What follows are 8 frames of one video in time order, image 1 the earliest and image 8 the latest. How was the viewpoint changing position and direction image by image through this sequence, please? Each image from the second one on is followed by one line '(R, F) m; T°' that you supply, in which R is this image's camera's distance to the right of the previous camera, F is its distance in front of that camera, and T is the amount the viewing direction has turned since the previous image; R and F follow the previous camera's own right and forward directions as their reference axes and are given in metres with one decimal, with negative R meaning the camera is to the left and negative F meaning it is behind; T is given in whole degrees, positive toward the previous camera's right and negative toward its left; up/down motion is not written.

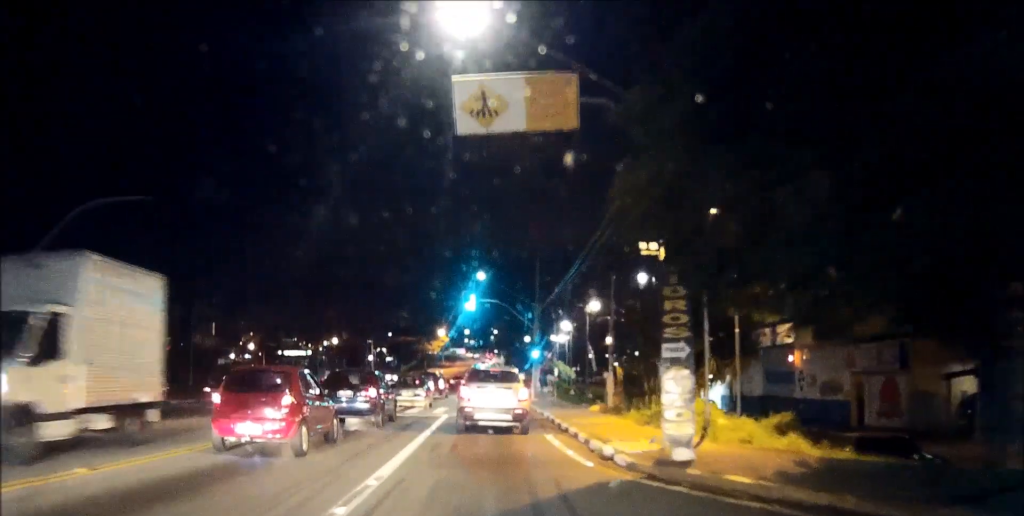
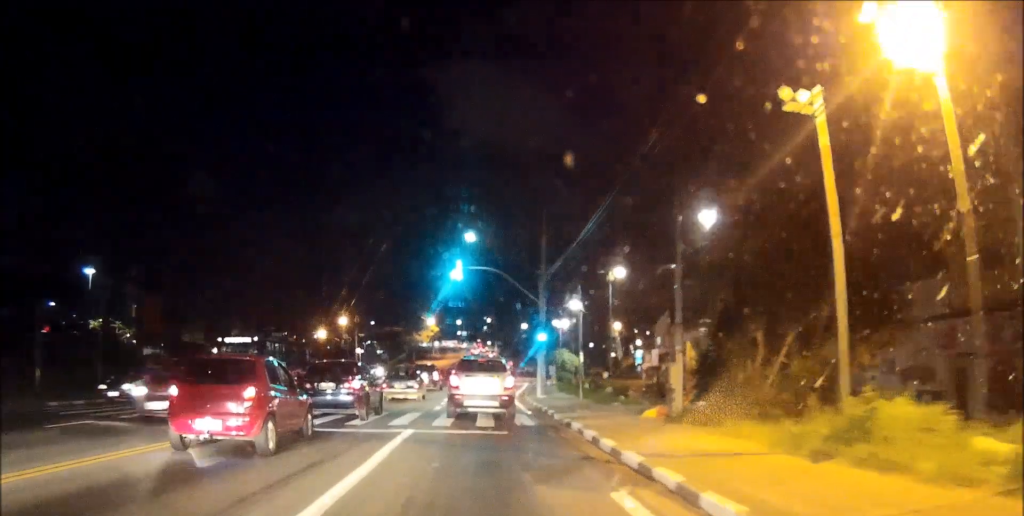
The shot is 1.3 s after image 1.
(-0.1, +10.3) m; -1°
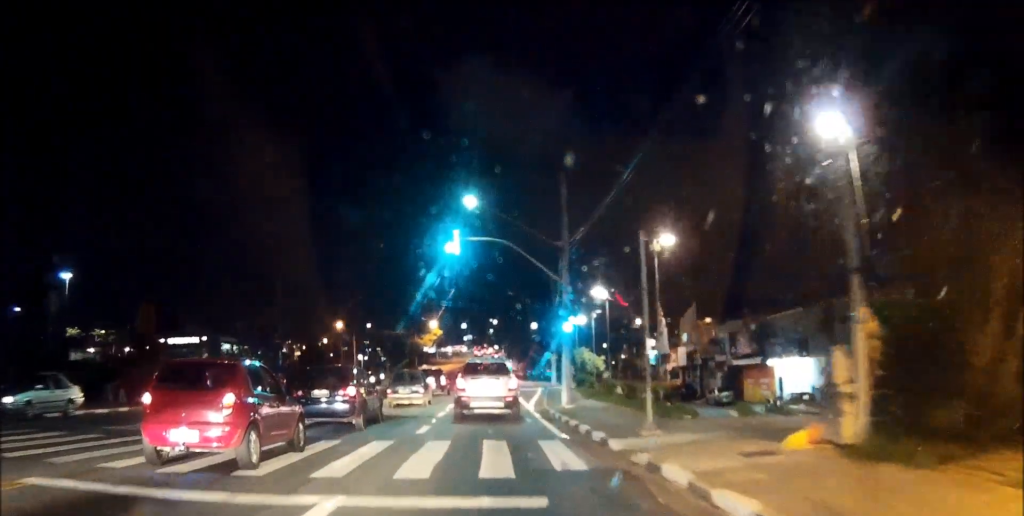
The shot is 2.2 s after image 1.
(0.0, +8.1) m; 0°
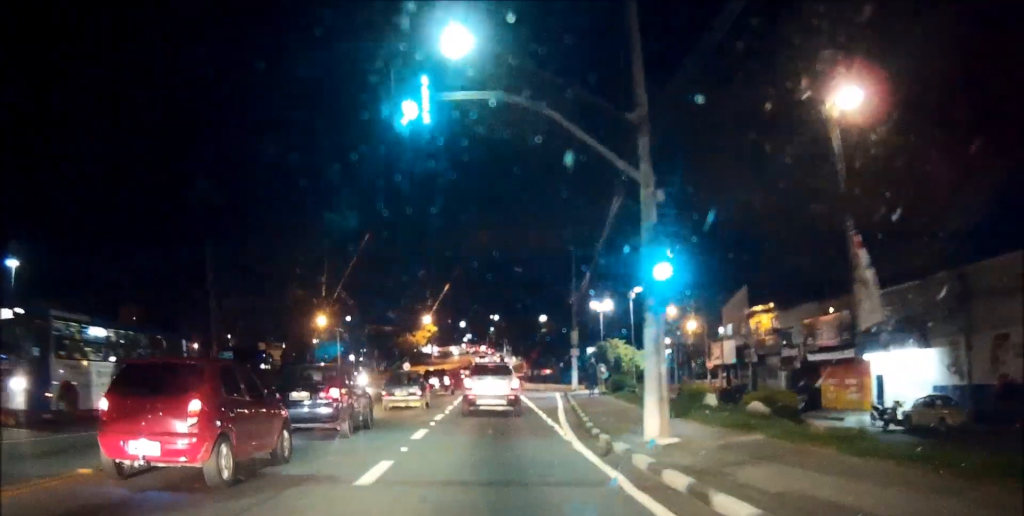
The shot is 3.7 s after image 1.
(-0.1, +14.0) m; -1°
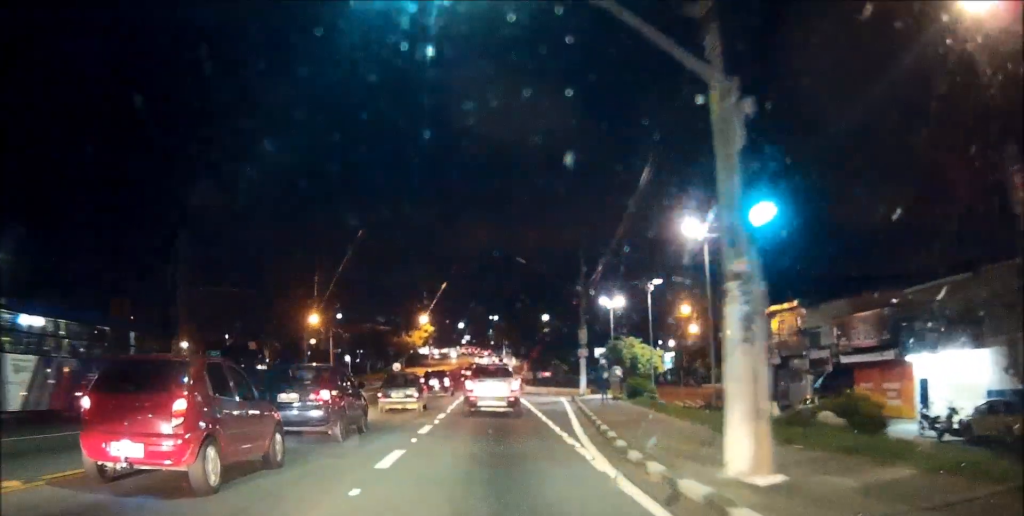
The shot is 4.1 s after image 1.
(0.0, +4.5) m; 0°
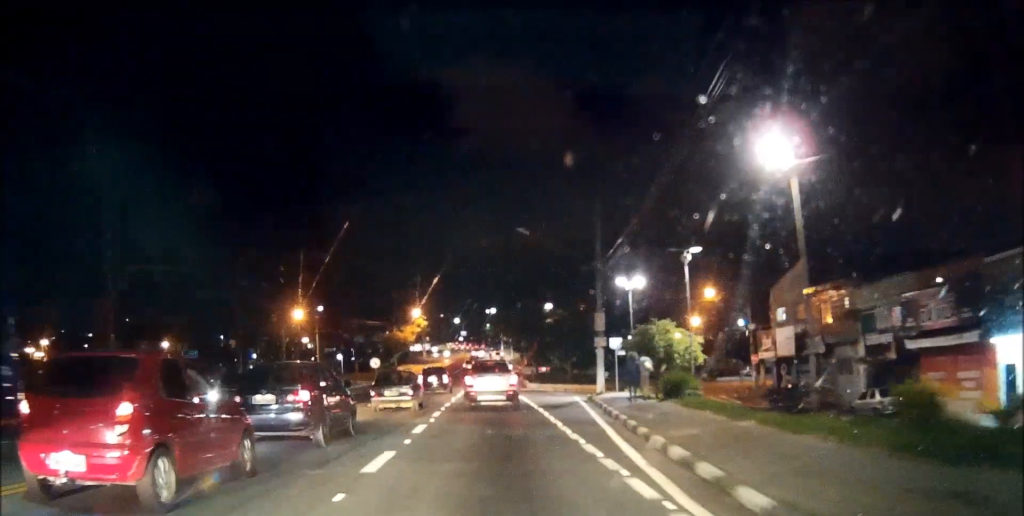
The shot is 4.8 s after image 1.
(0.0, +7.0) m; 0°
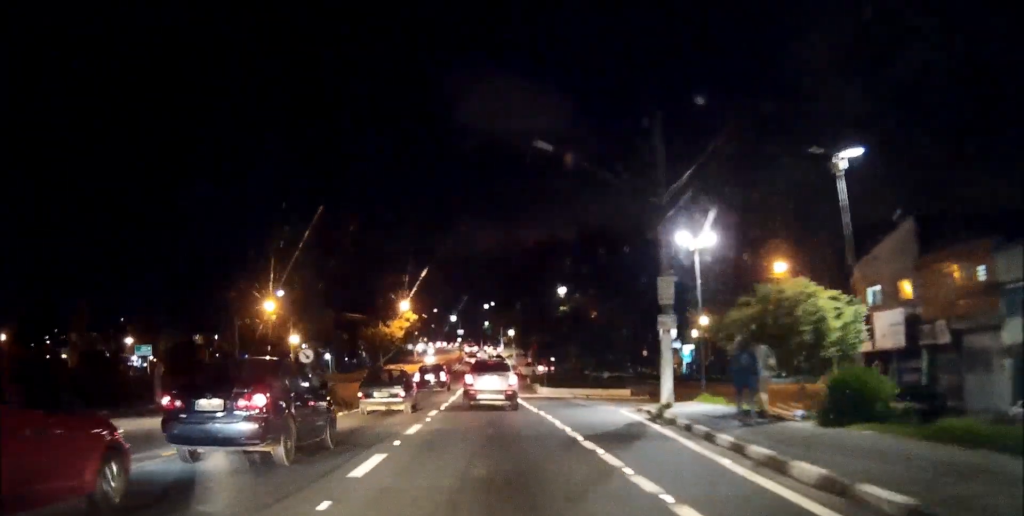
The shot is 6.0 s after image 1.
(0.0, +12.9) m; 0°
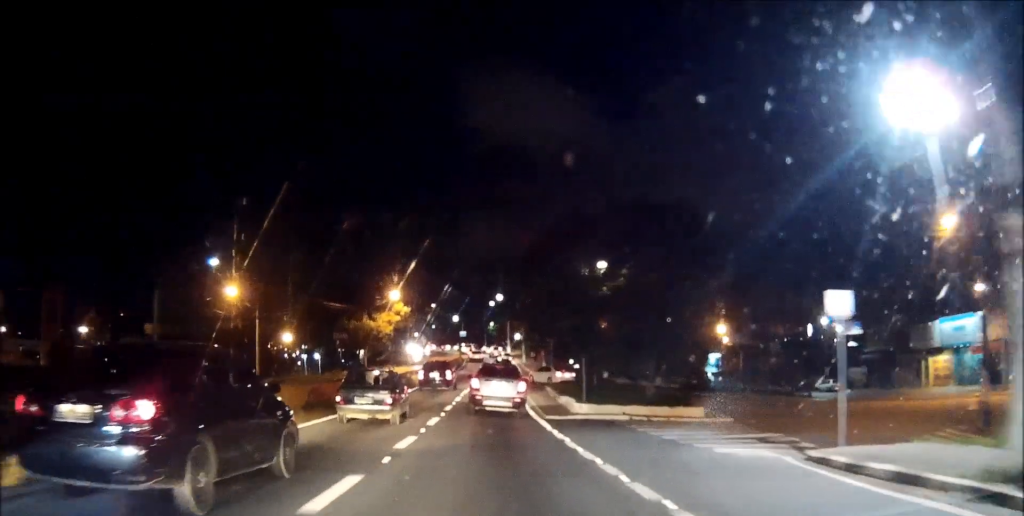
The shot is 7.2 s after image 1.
(0.0, +15.0) m; 0°
